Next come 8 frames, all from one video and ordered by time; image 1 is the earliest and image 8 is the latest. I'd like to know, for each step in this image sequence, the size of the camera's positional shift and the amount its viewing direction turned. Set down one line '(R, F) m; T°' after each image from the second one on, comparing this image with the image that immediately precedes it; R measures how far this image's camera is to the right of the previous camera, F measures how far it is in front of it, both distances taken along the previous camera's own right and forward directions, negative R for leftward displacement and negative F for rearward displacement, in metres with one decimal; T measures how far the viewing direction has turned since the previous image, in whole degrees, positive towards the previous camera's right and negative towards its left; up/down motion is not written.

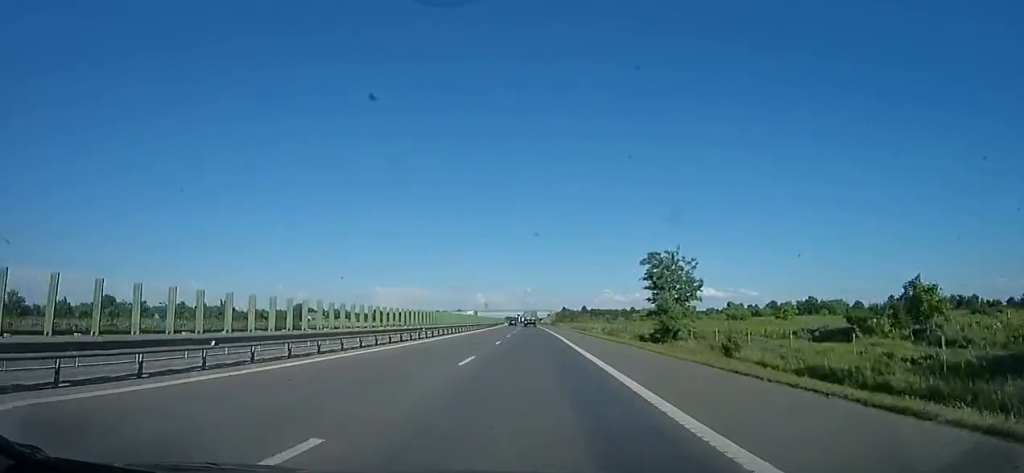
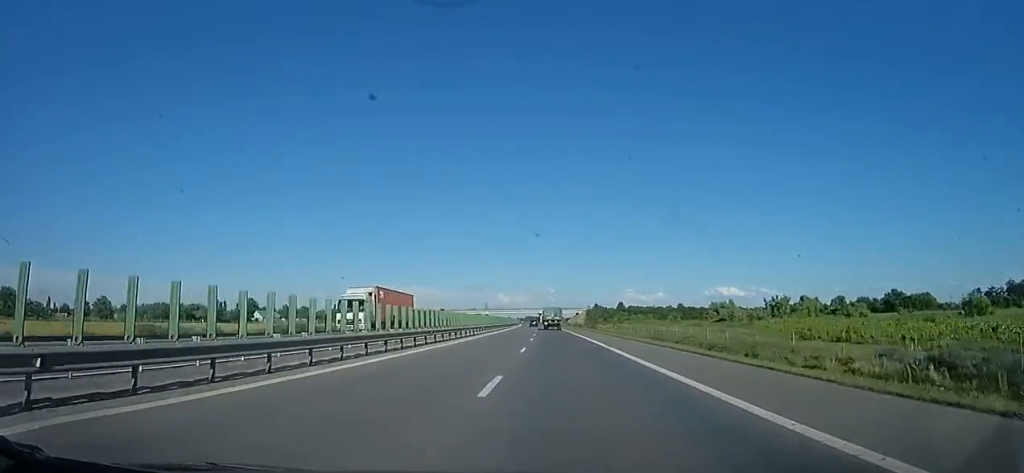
(+0.5, +64.8) m; 0°
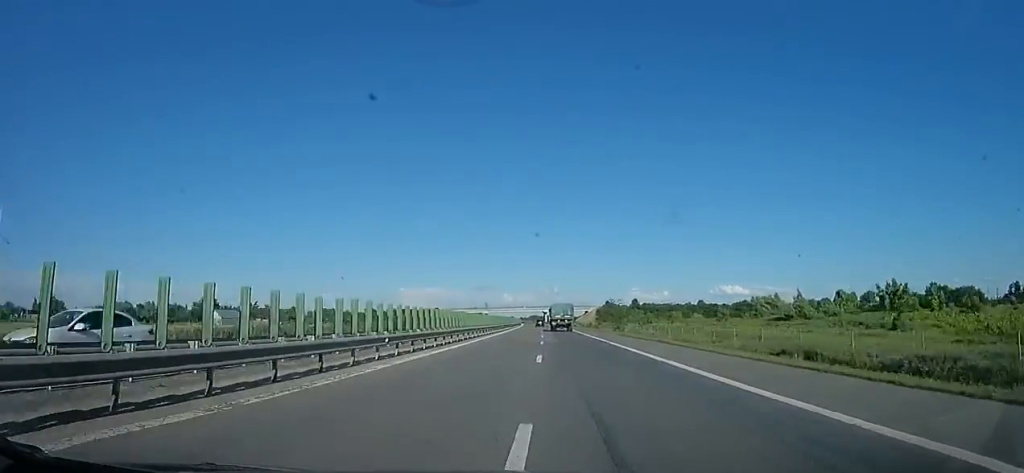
(-0.3, +29.0) m; 0°
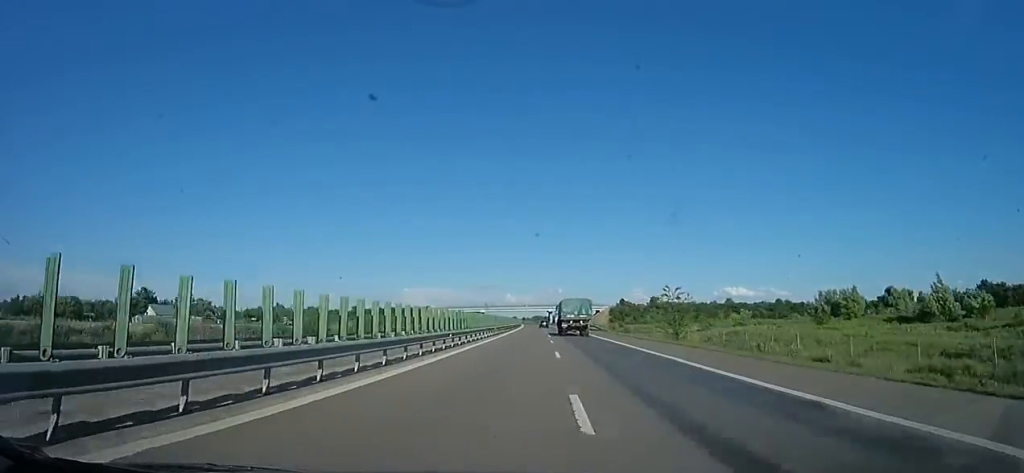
(+0.1, +33.3) m; -1°
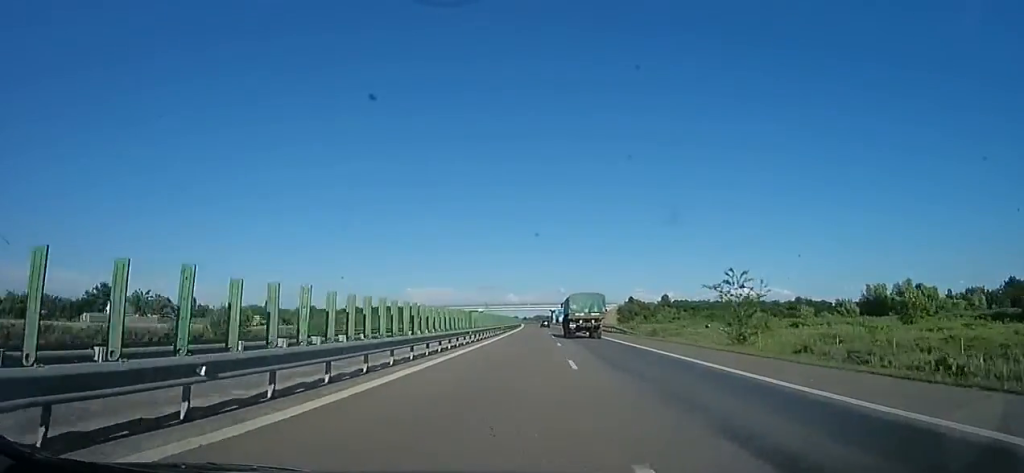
(+0.3, +16.3) m; -1°
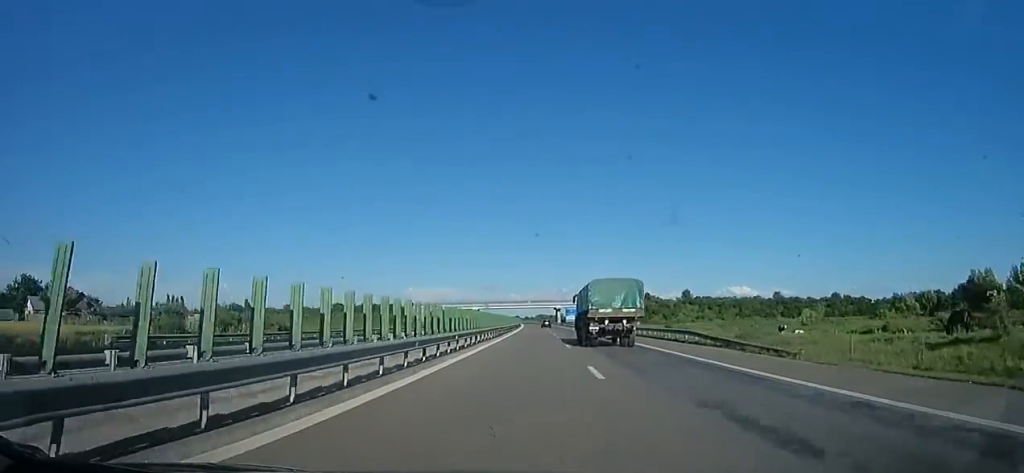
(-1.3, +26.0) m; 0°
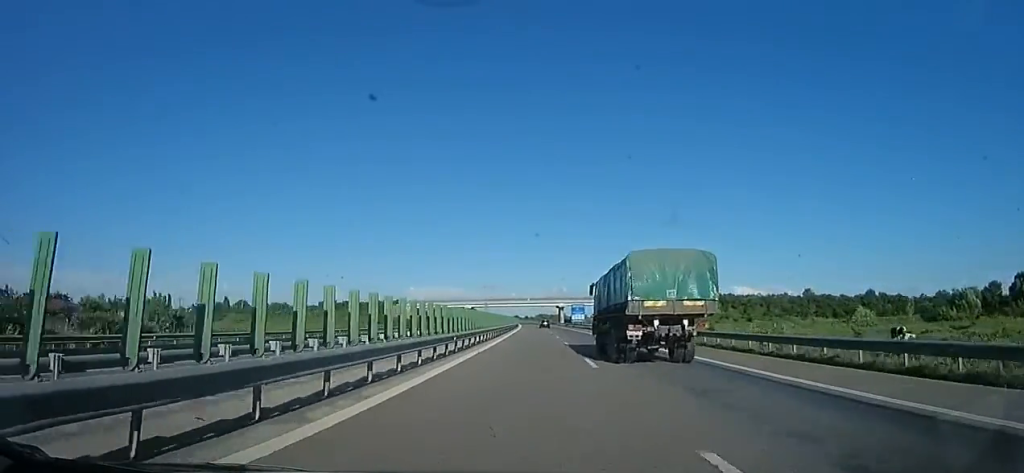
(+0.2, +21.3) m; 0°
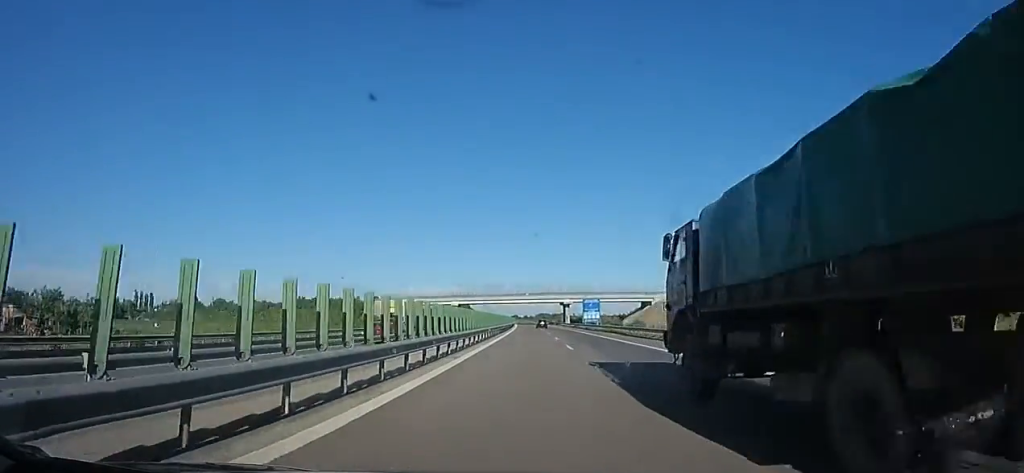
(+0.7, +27.4) m; 0°
